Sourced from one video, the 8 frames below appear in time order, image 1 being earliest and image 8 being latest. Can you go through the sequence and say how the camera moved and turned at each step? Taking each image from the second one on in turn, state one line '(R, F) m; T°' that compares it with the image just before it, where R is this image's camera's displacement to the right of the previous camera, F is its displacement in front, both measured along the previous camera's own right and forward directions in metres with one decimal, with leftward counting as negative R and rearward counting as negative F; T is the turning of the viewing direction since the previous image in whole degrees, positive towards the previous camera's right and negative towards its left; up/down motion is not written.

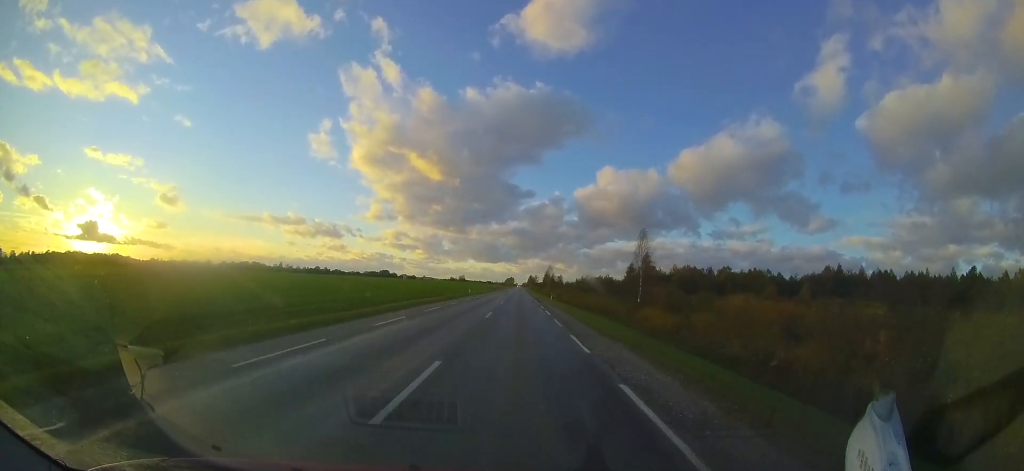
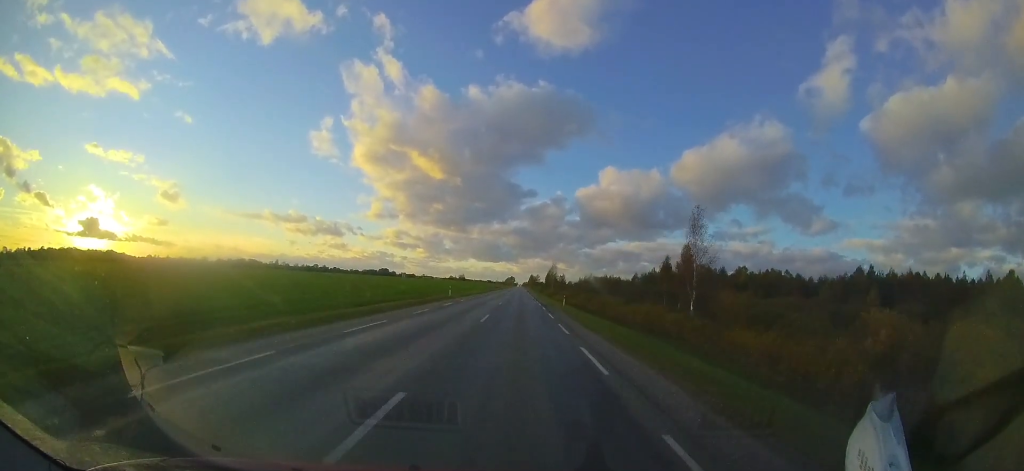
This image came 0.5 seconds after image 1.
(0.0, +13.6) m; 0°
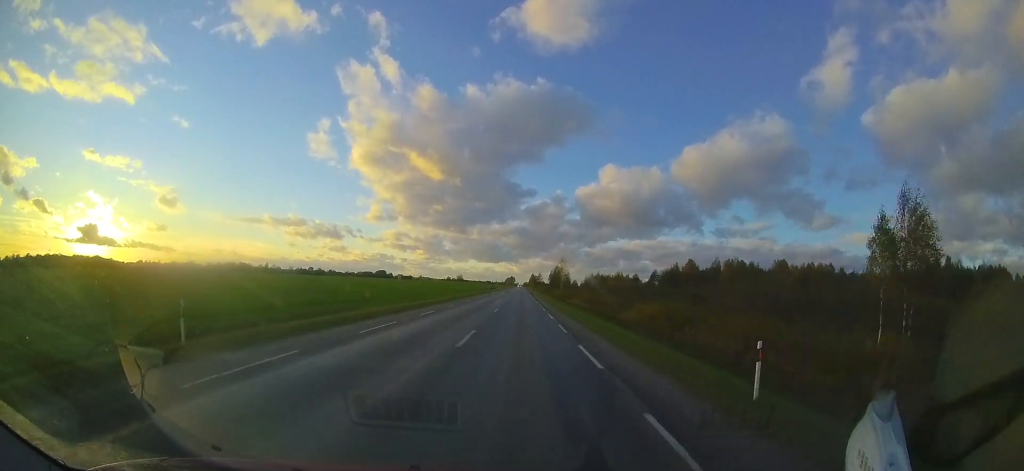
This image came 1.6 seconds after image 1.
(0.0, +29.0) m; 0°
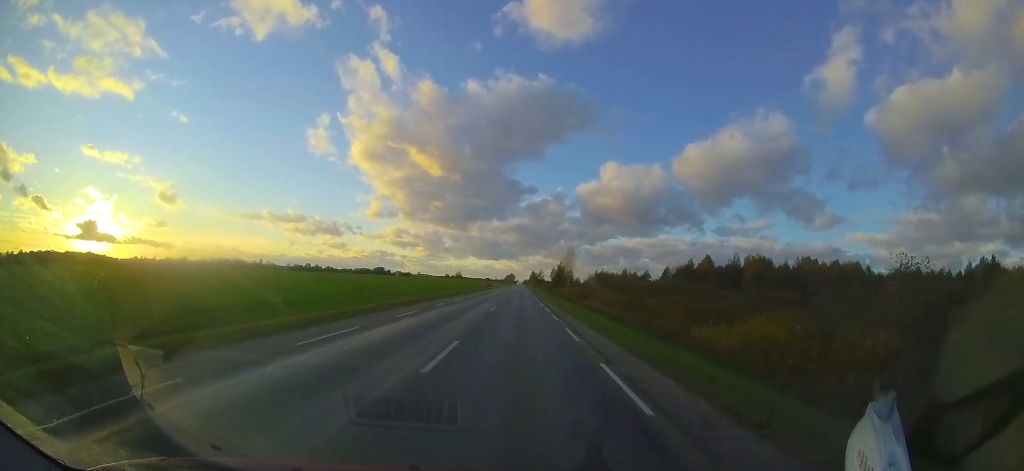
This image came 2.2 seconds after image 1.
(0.0, +14.9) m; 0°
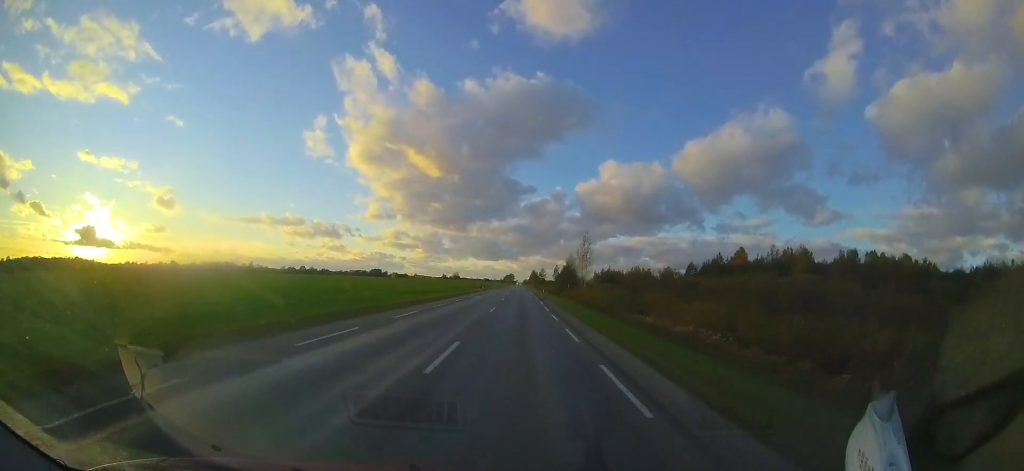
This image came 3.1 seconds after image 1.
(-0.2, +23.6) m; 0°
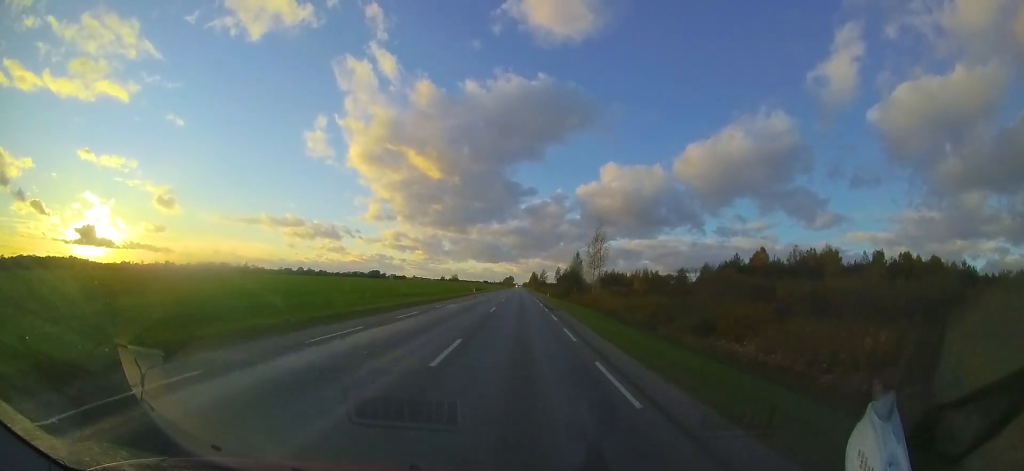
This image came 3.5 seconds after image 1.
(+0.1, +11.3) m; 0°
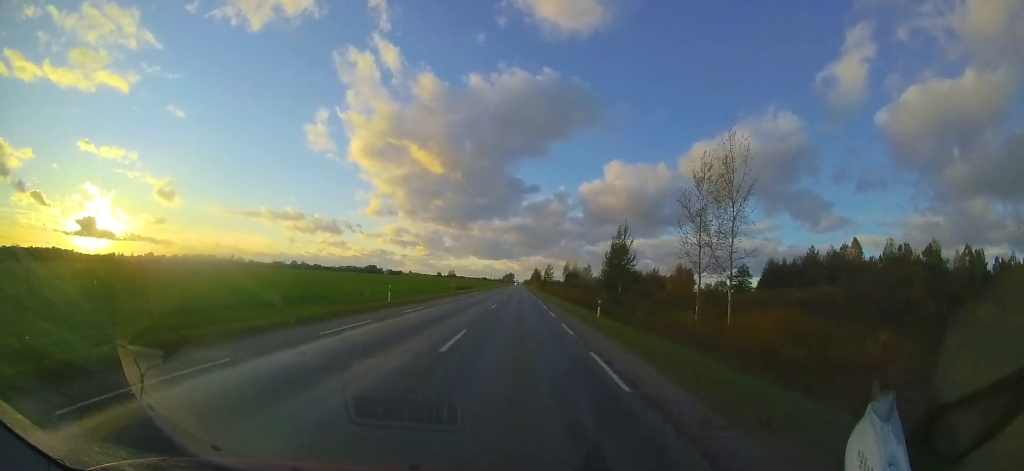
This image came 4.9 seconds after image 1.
(-0.3, +34.8) m; -1°
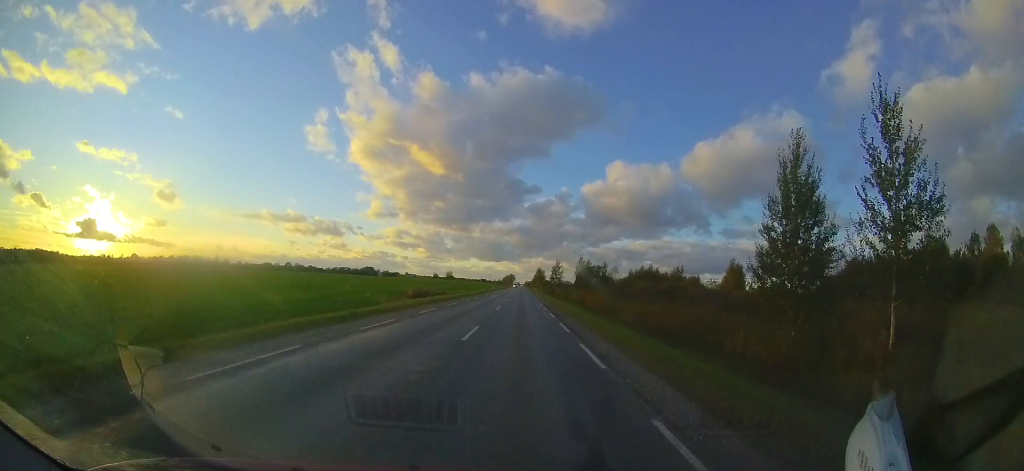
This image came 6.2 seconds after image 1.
(+0.2, +34.0) m; +1°
